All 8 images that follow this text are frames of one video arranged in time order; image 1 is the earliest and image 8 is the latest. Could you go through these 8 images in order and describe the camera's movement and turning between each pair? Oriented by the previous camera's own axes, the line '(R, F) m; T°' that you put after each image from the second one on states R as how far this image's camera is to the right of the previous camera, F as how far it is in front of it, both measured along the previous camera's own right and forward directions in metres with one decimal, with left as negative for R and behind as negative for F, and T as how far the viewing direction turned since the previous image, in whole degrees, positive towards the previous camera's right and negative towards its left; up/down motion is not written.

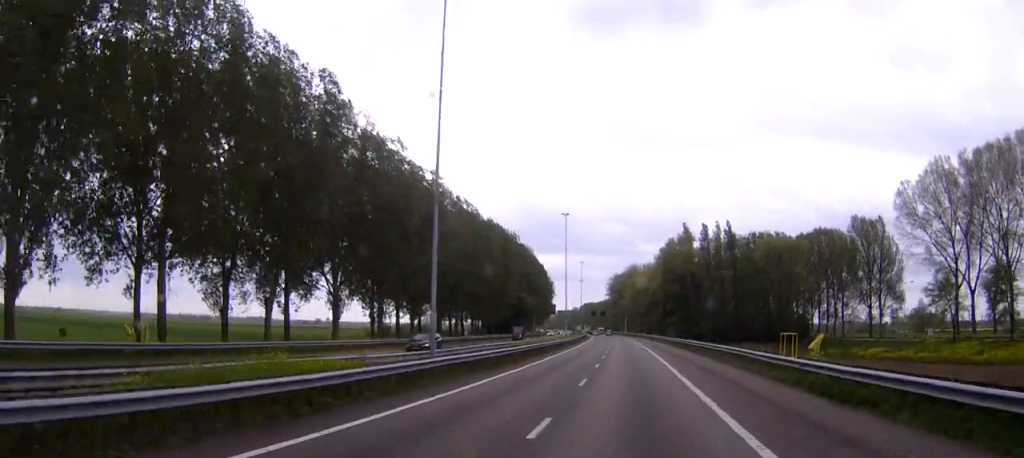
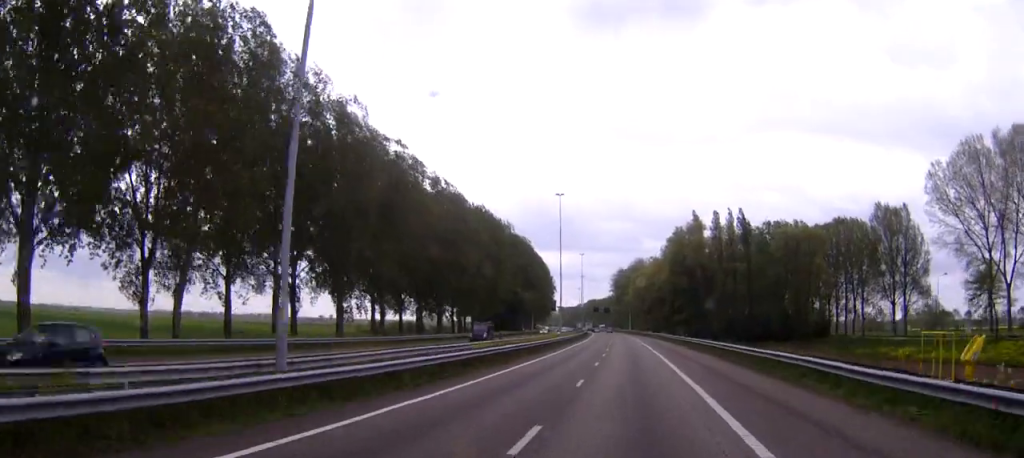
(0.0, +13.6) m; 0°
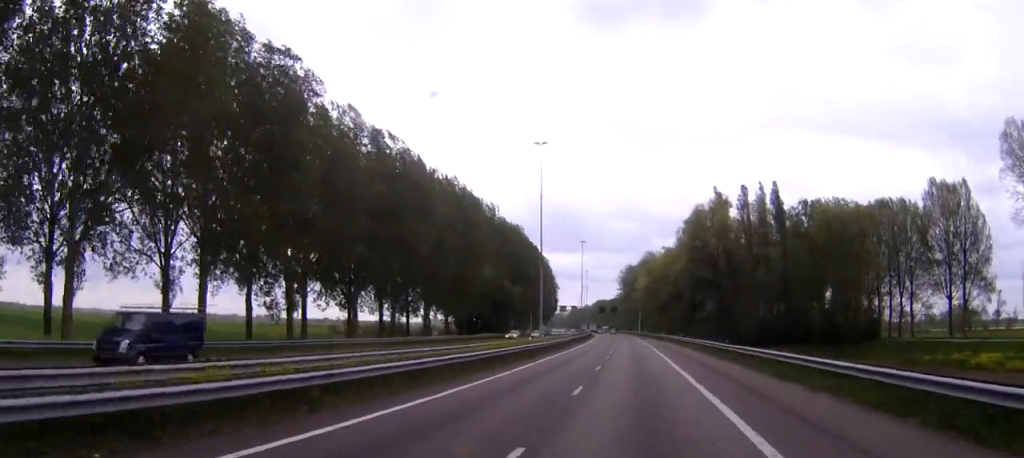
(-0.3, +26.6) m; -1°
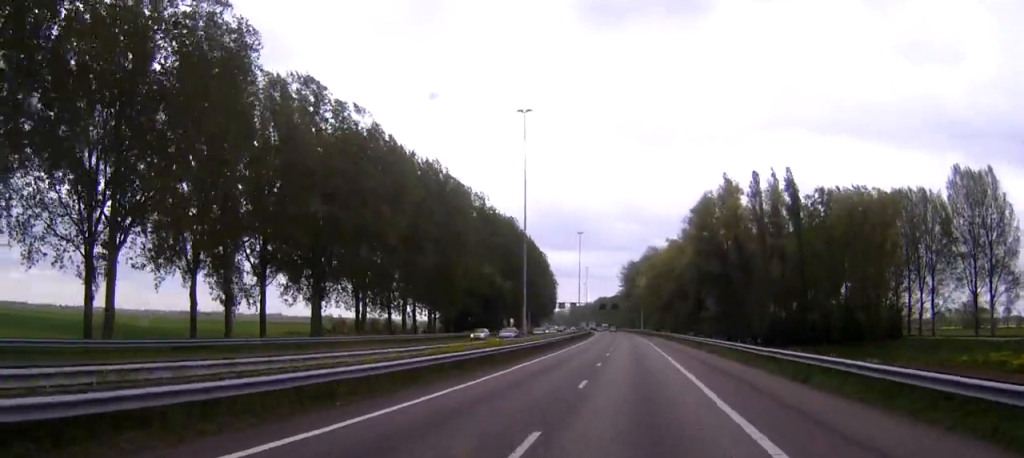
(0.0, +10.5) m; 0°
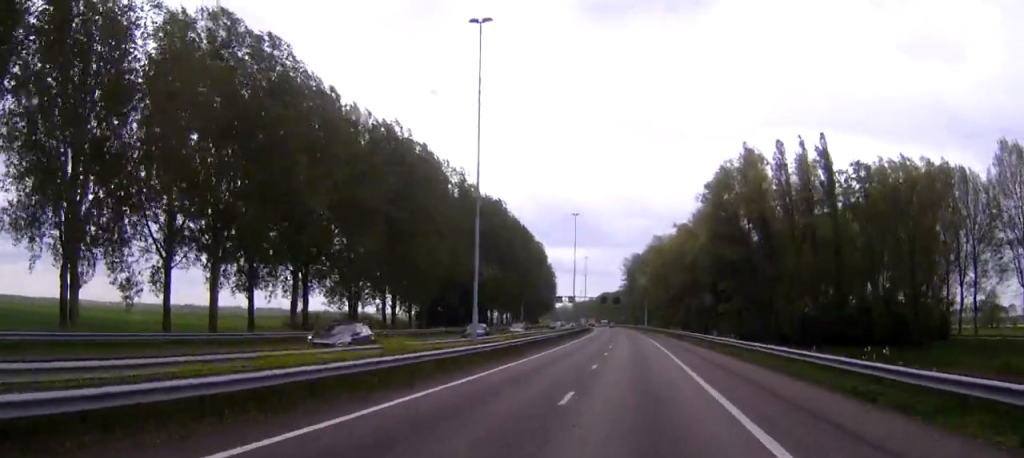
(0.0, +17.8) m; 0°
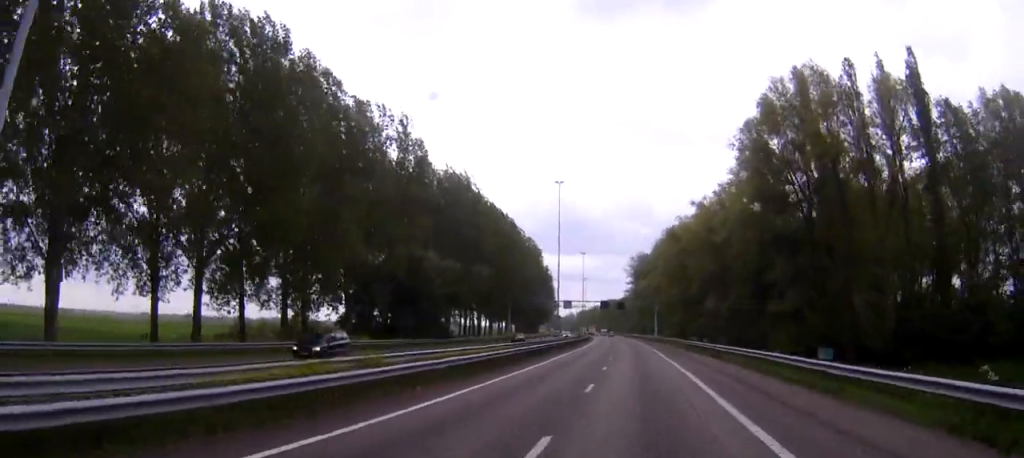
(-0.2, +30.6) m; -1°
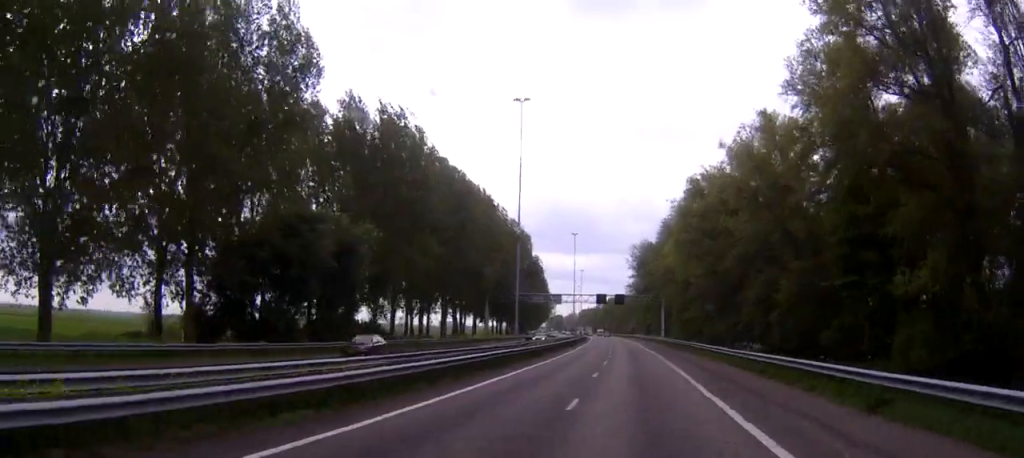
(-0.1, +29.1) m; 0°
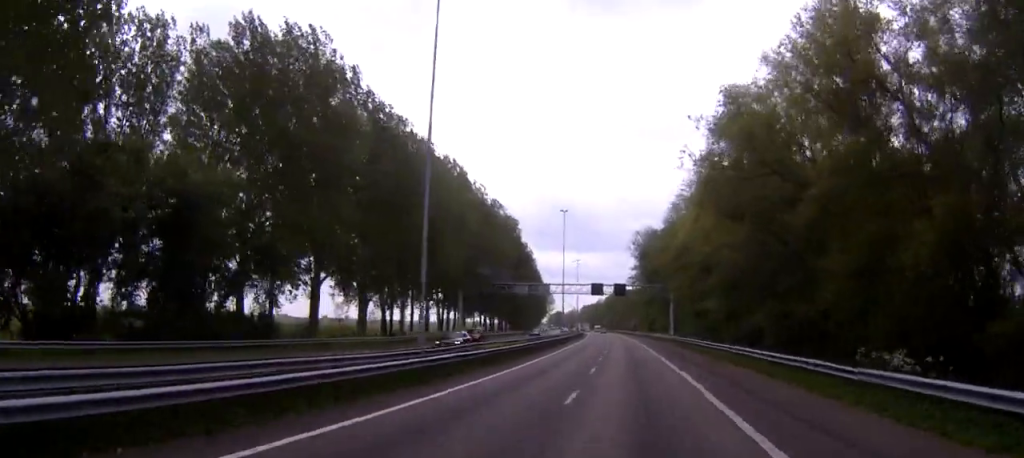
(-0.1, +23.4) m; 0°
